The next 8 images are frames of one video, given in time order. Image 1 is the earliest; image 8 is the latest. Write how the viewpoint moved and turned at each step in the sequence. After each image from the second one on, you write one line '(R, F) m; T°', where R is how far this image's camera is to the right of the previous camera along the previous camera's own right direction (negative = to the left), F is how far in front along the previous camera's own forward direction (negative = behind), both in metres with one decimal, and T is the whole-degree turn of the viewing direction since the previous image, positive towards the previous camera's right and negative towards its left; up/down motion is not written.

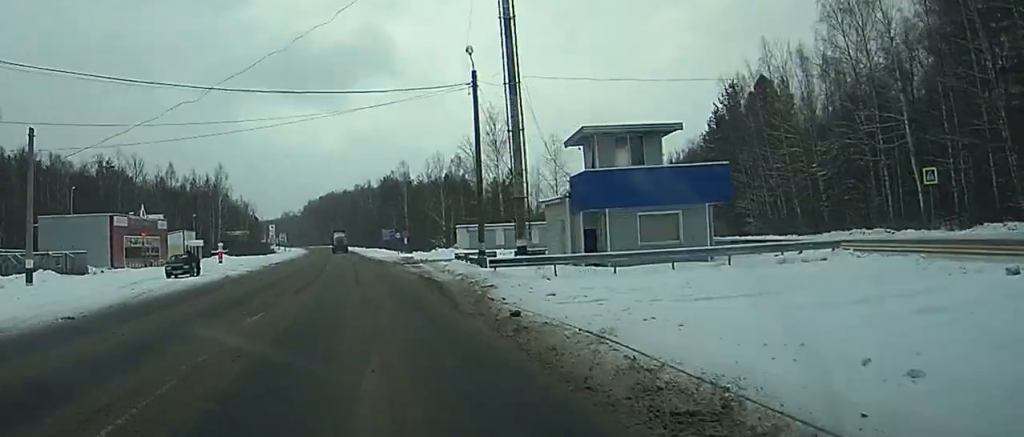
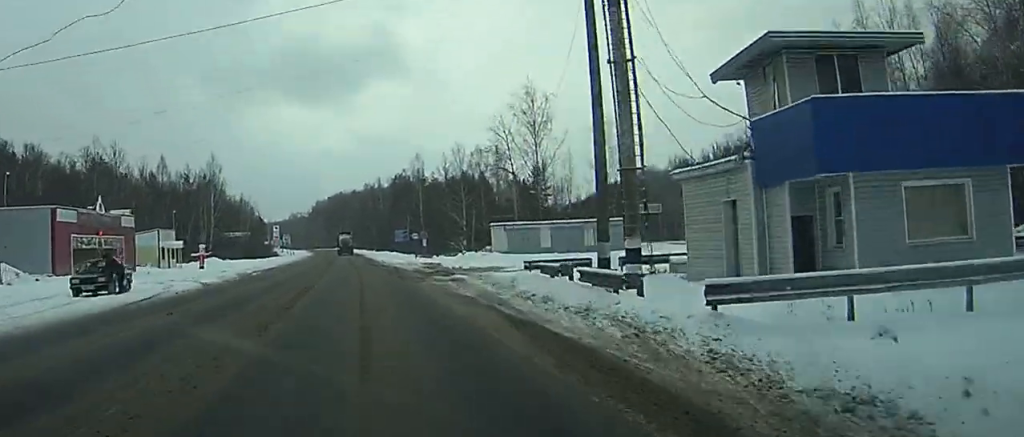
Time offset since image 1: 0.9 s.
(-0.1, +18.2) m; 0°
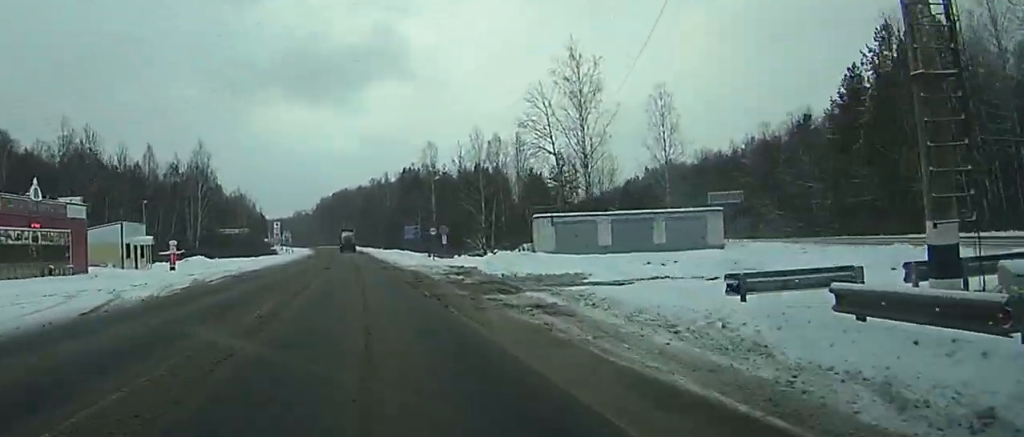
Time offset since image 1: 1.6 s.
(0.0, +16.0) m; 0°
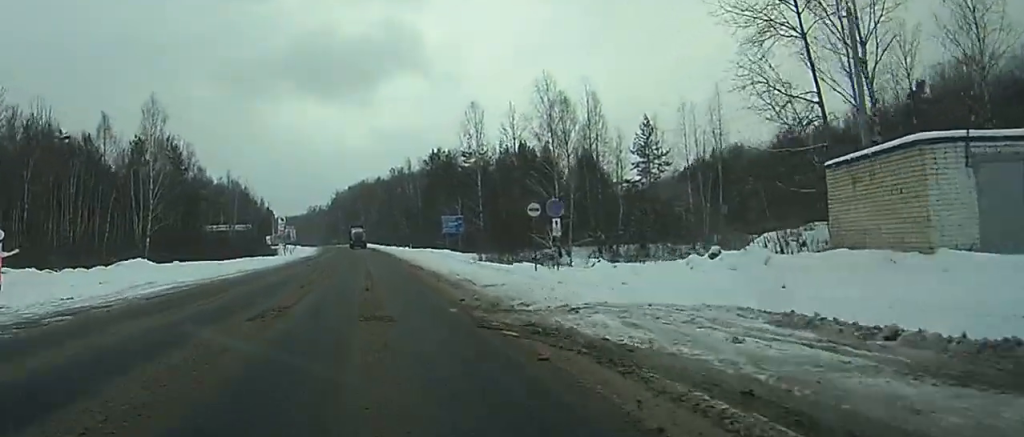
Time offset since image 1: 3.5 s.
(-0.5, +37.6) m; -2°
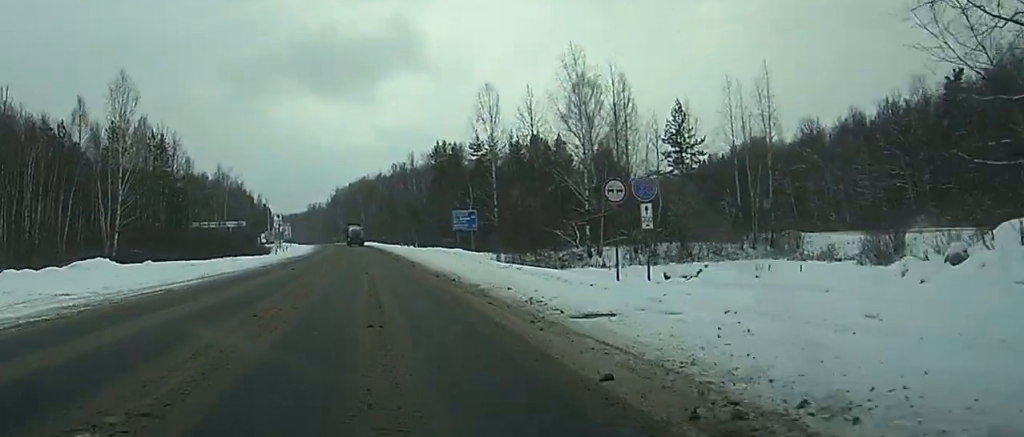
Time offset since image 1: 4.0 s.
(-0.1, +11.2) m; 0°
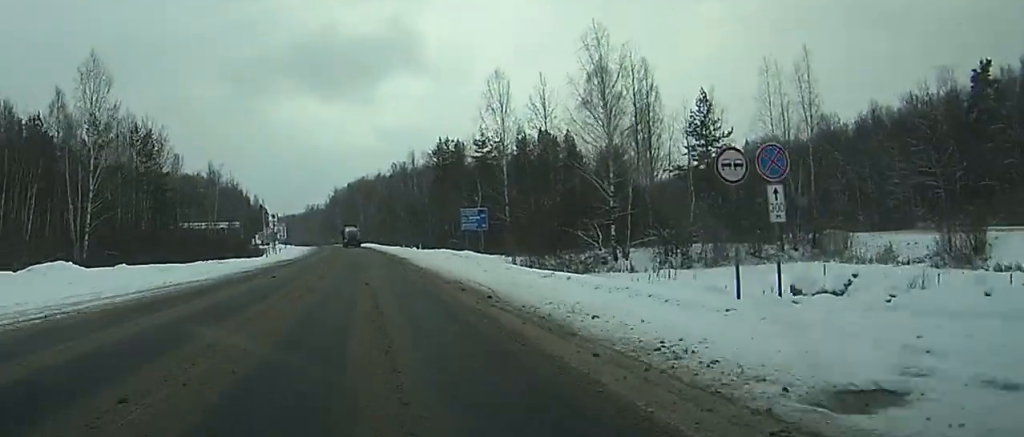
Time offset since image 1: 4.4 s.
(-0.1, +7.9) m; 0°
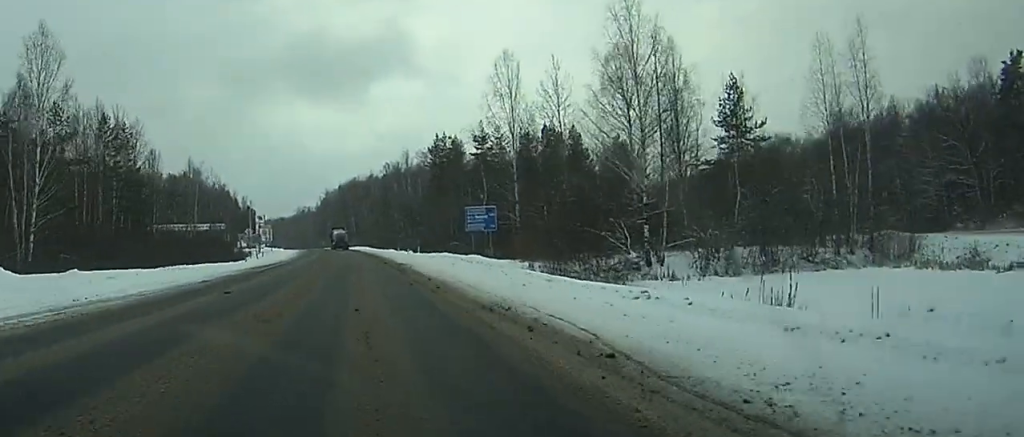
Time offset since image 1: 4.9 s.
(+0.1, +9.6) m; 0°
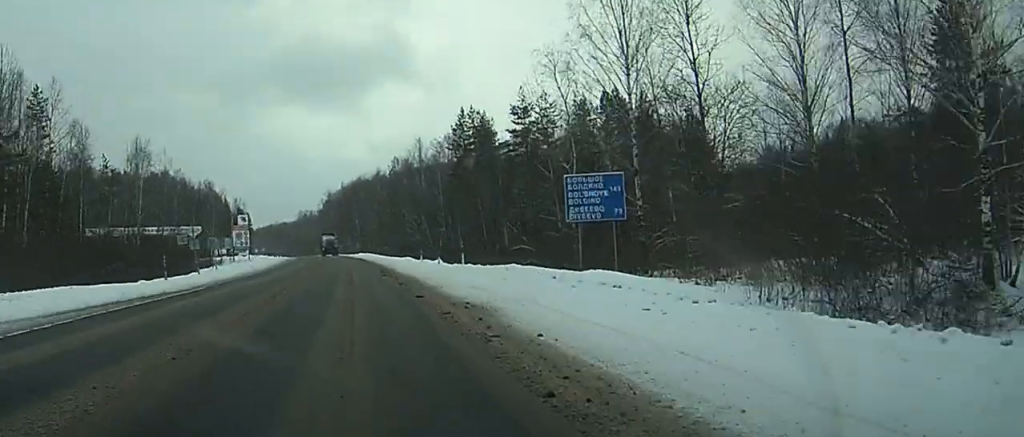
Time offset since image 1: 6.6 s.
(+0.2, +32.4) m; 0°
